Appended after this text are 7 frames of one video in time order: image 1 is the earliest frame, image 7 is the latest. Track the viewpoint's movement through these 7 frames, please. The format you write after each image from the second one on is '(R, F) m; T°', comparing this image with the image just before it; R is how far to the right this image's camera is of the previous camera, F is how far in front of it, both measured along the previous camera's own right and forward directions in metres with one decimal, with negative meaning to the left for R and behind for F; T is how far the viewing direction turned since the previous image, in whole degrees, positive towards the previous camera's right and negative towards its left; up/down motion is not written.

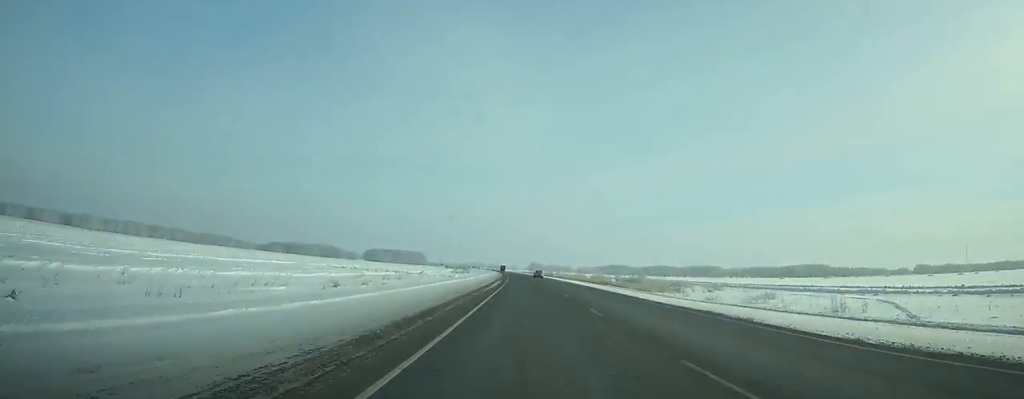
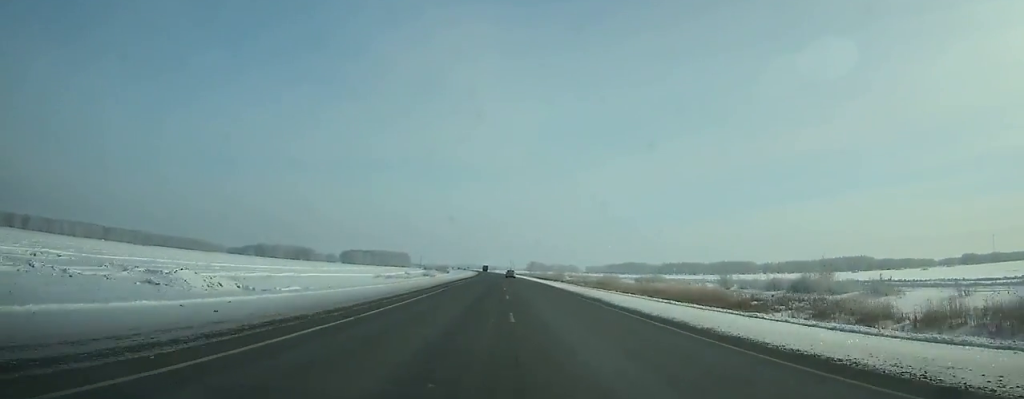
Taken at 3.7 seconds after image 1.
(-0.7, +120.4) m; -1°
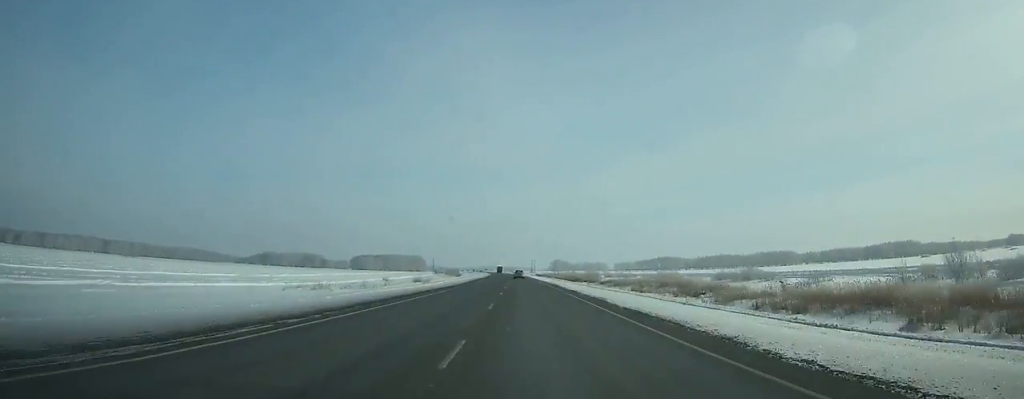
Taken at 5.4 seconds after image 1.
(-0.9, +53.9) m; -1°
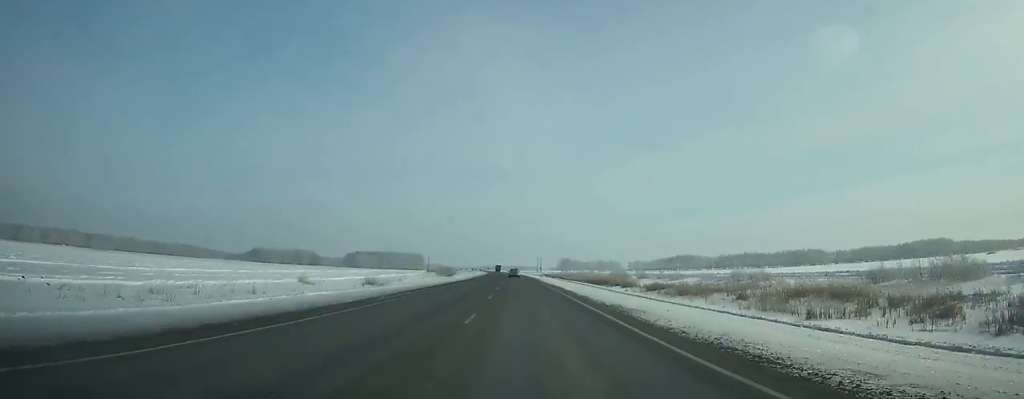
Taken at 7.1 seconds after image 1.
(-0.3, +53.7) m; -1°
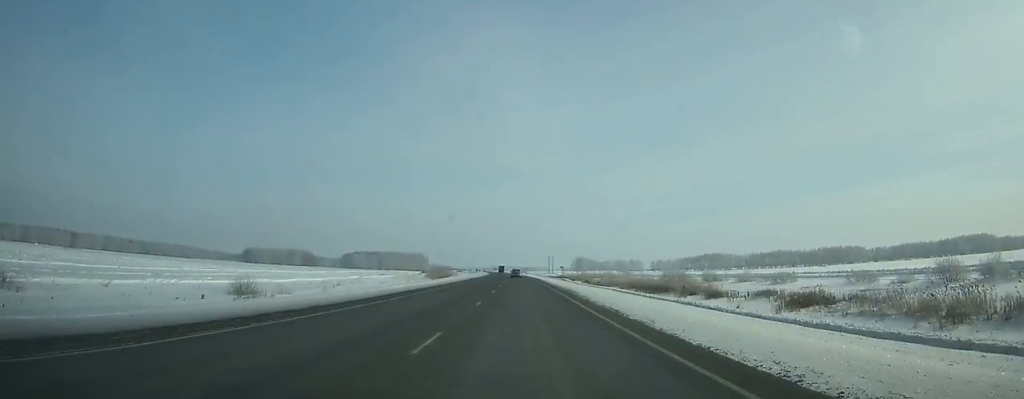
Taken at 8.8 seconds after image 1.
(-0.5, +52.6) m; -1°
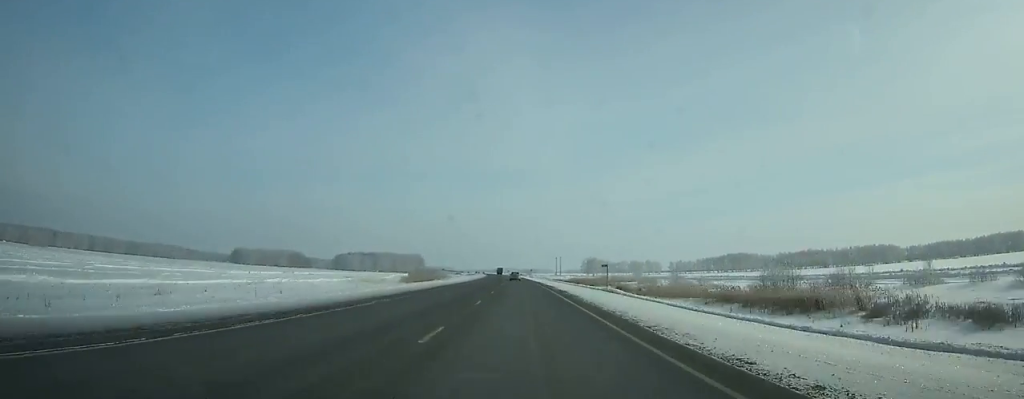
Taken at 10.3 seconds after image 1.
(-0.2, +46.1) m; -1°
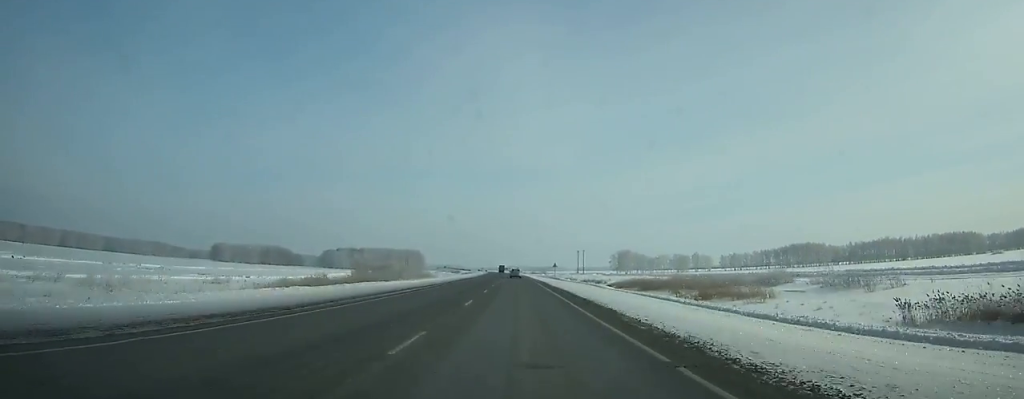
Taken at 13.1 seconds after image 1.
(-0.6, +85.0) m; -1°
